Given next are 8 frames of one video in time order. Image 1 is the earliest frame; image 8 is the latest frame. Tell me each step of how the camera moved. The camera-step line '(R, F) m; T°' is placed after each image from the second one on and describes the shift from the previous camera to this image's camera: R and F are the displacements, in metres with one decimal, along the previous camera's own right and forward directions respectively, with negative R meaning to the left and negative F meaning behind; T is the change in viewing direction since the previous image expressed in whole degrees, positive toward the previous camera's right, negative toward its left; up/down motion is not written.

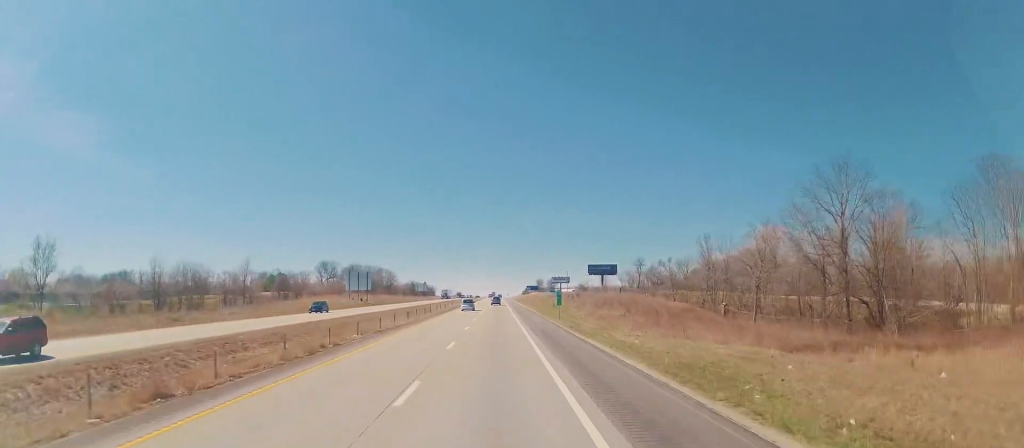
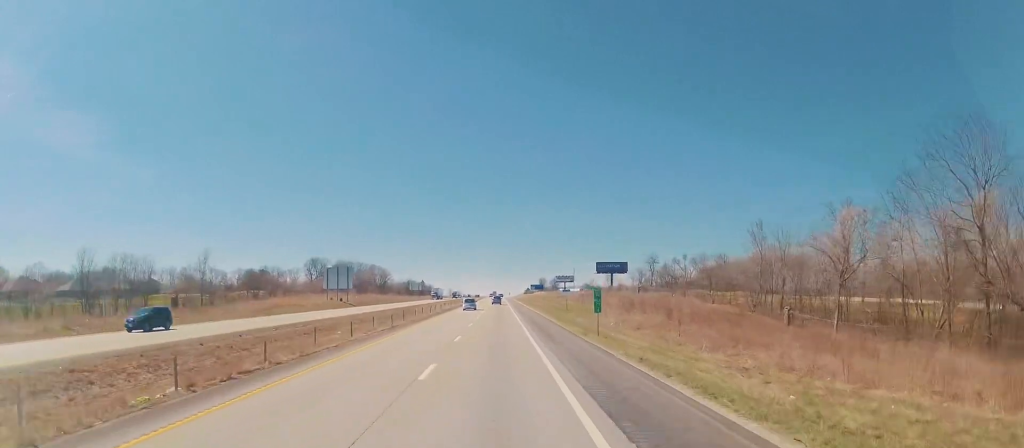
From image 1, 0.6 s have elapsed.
(+0.1, +20.7) m; 0°
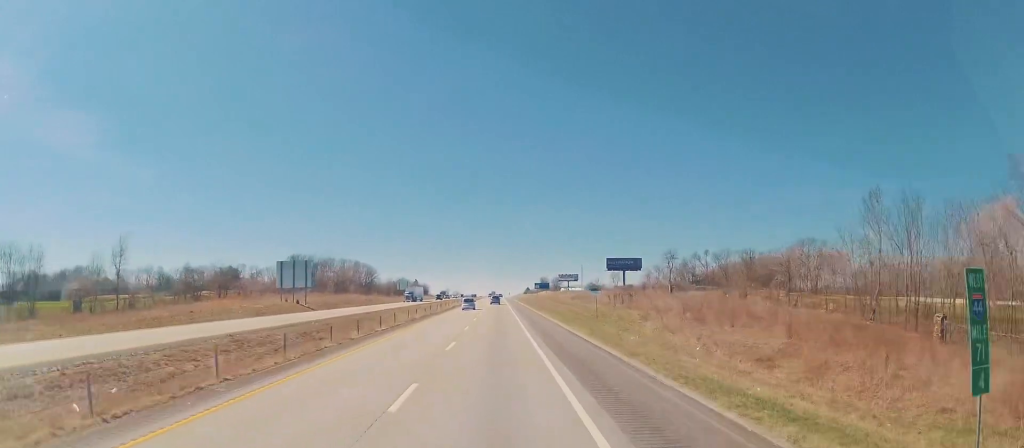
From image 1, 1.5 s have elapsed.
(0.0, +28.5) m; 0°
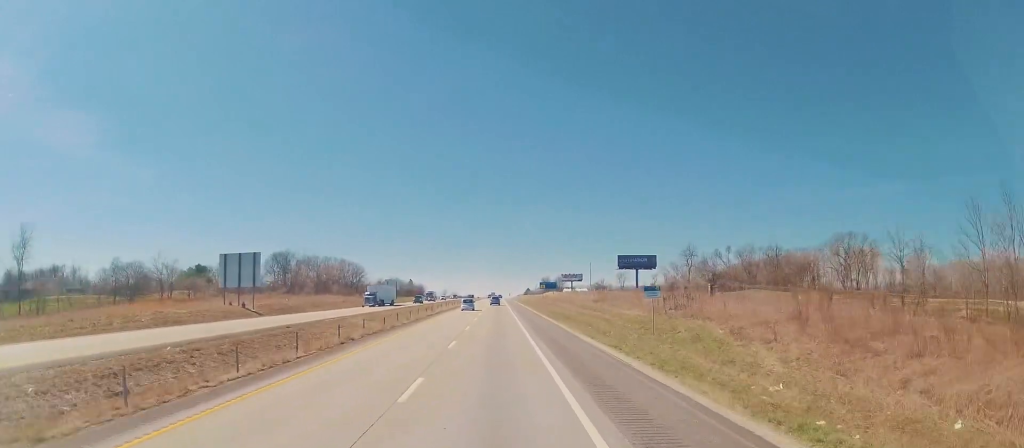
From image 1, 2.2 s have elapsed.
(-0.1, +22.0) m; -1°
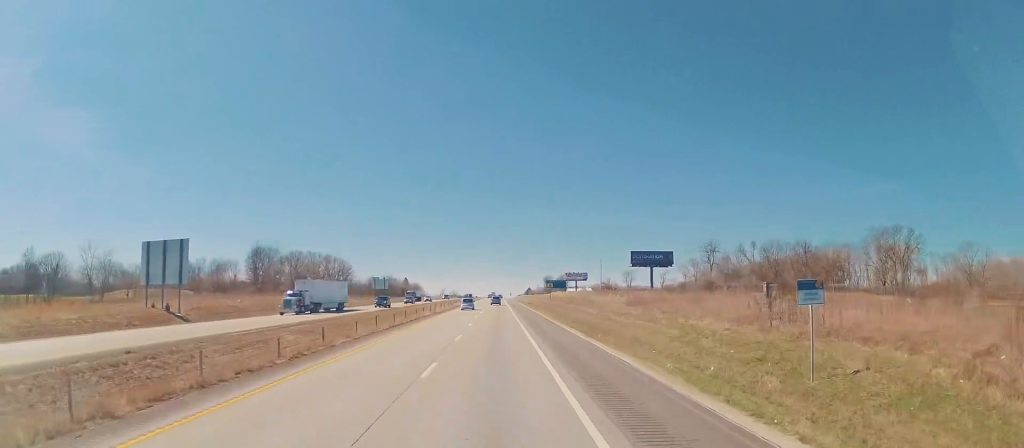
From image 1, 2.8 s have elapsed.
(-0.2, +20.7) m; 0°
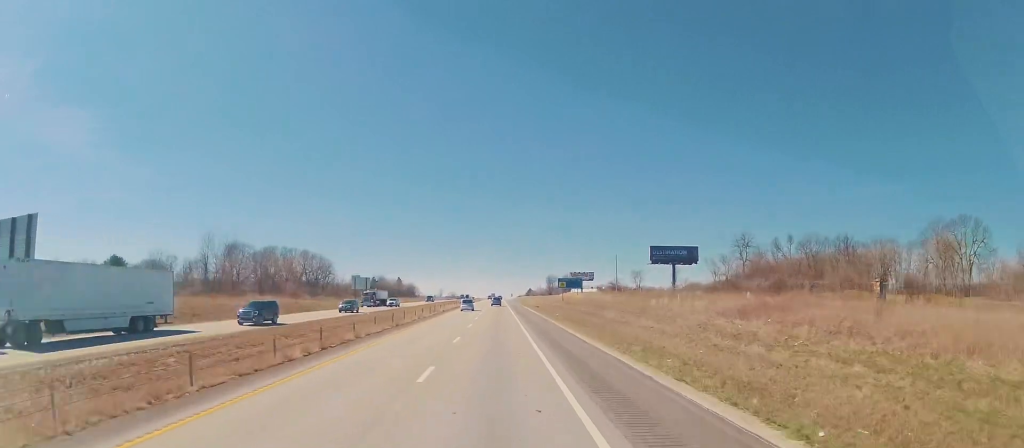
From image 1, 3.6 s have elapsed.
(-0.2, +24.5) m; 0°
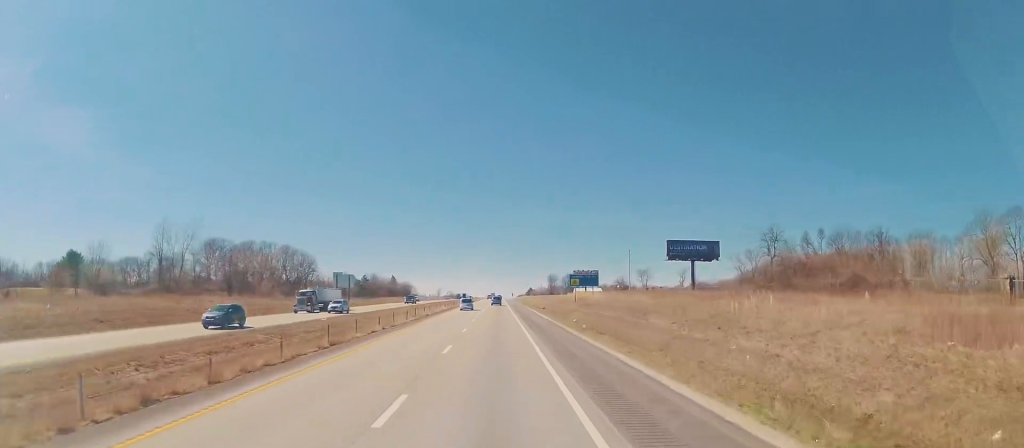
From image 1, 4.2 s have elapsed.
(+0.3, +18.0) m; +1°
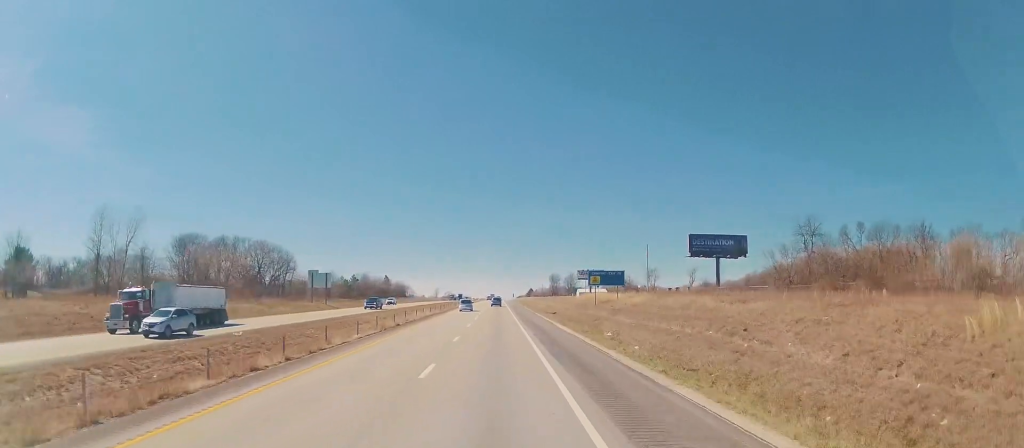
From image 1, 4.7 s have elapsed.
(+0.1, +17.9) m; 0°
